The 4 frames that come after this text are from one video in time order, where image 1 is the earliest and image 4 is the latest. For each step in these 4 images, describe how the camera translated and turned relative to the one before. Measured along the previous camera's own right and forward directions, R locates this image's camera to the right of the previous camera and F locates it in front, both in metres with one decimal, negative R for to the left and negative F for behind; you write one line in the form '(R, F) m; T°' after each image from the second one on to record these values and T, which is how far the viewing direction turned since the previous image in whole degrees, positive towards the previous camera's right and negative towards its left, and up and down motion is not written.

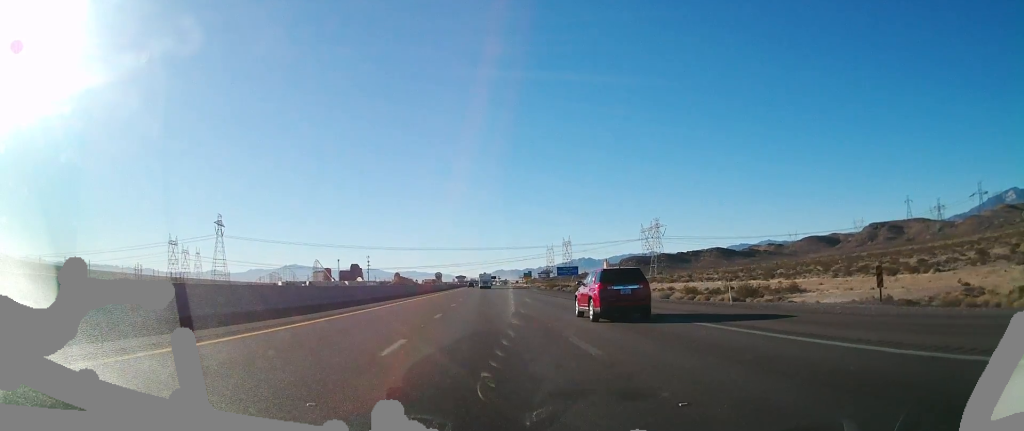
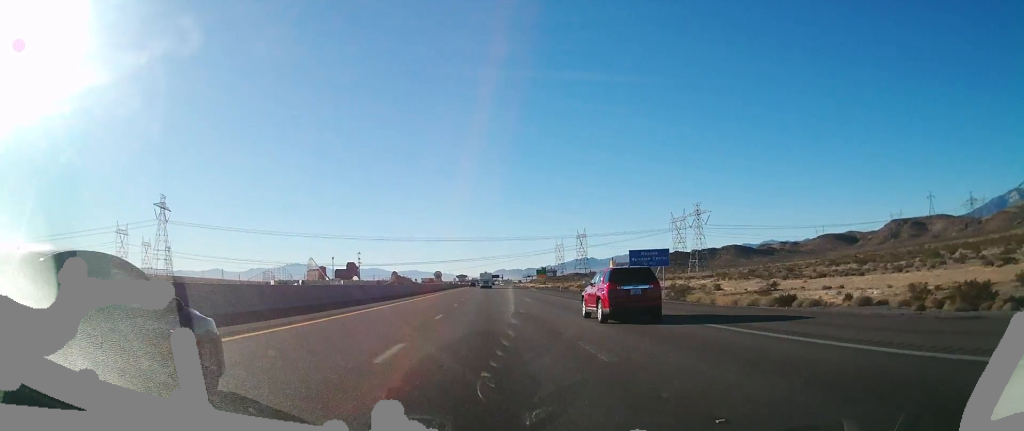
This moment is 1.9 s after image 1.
(0.0, +62.2) m; 0°
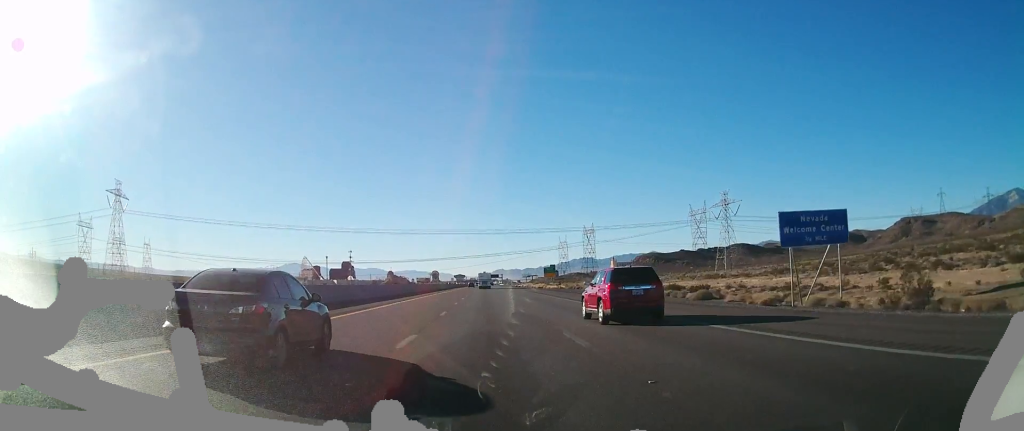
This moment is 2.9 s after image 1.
(0.0, +34.4) m; 0°
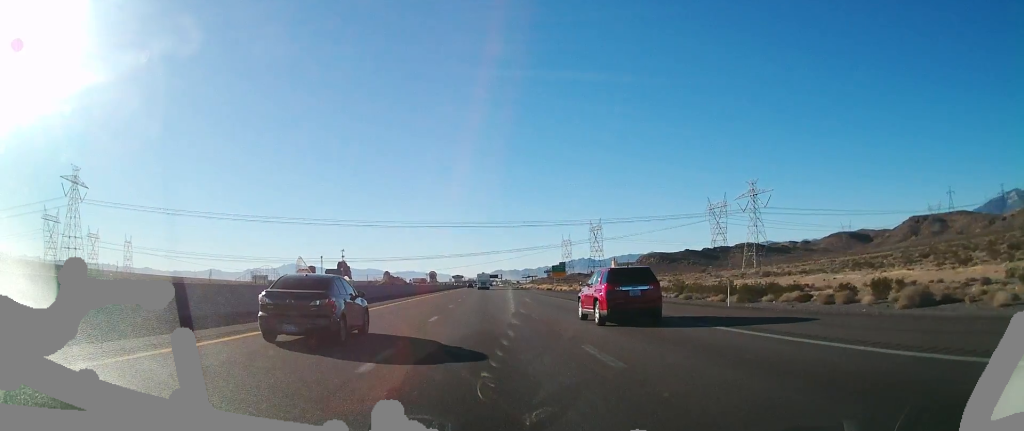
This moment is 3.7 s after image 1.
(0.0, +27.7) m; 0°
